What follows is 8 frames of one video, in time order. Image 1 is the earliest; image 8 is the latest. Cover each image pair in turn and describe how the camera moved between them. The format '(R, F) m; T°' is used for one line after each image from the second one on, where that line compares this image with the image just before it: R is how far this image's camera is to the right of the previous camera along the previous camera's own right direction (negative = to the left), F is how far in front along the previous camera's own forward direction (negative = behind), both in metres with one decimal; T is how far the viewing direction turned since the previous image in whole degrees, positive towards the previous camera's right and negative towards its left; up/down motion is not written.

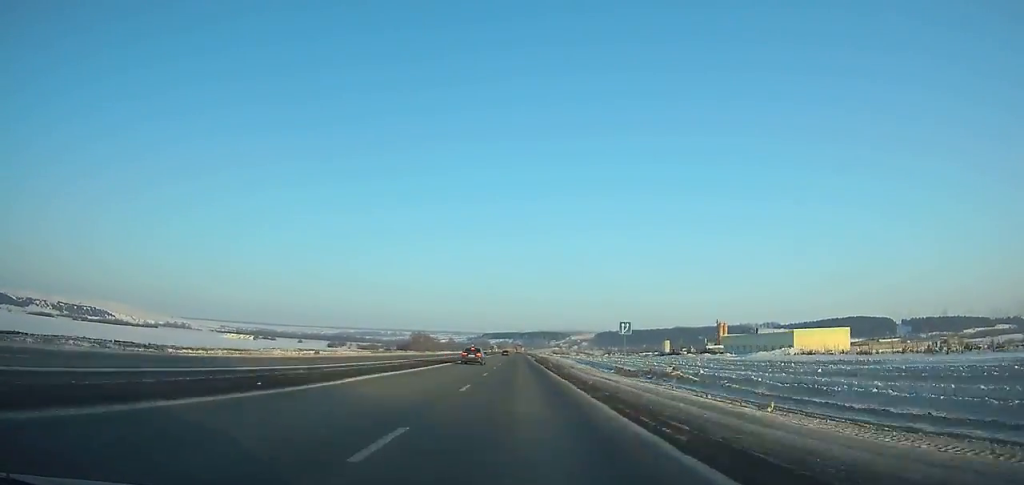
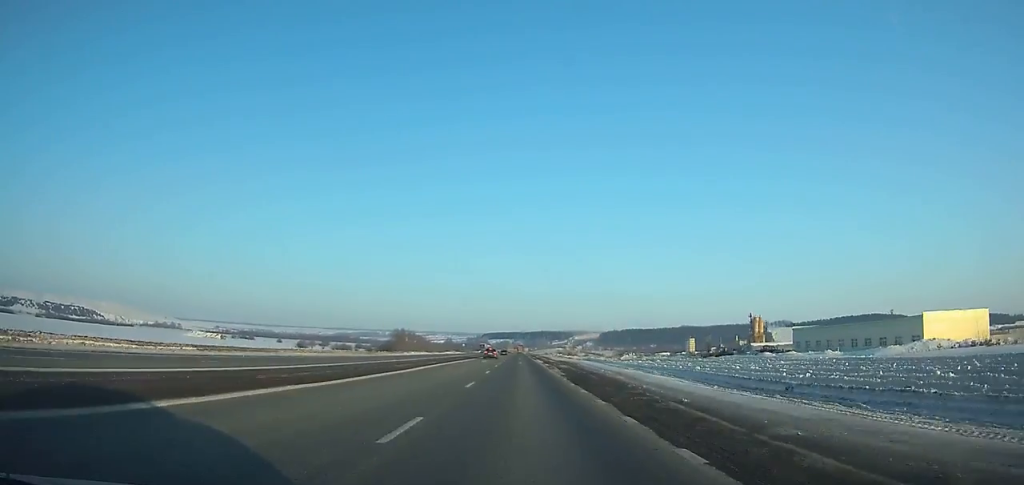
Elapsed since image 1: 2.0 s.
(-0.1, +58.0) m; 0°
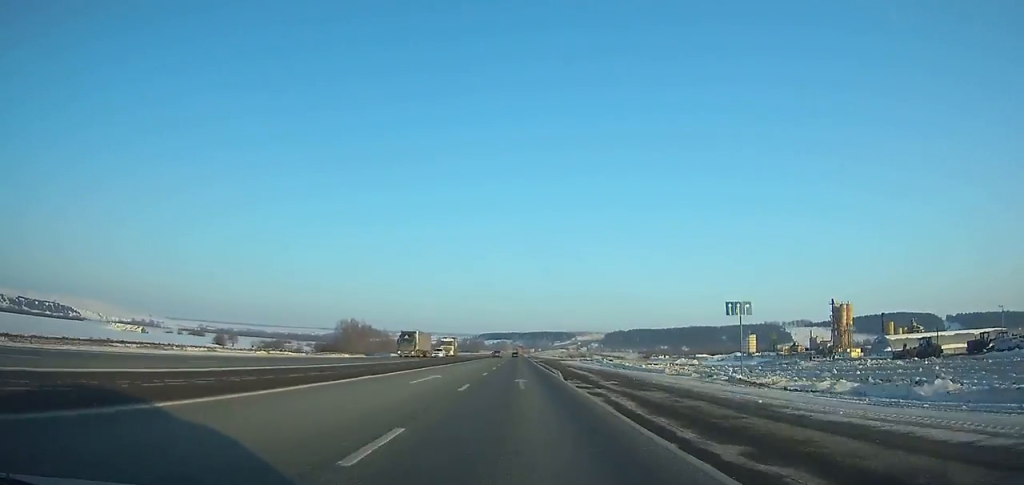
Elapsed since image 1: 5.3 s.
(0.0, +97.0) m; 0°
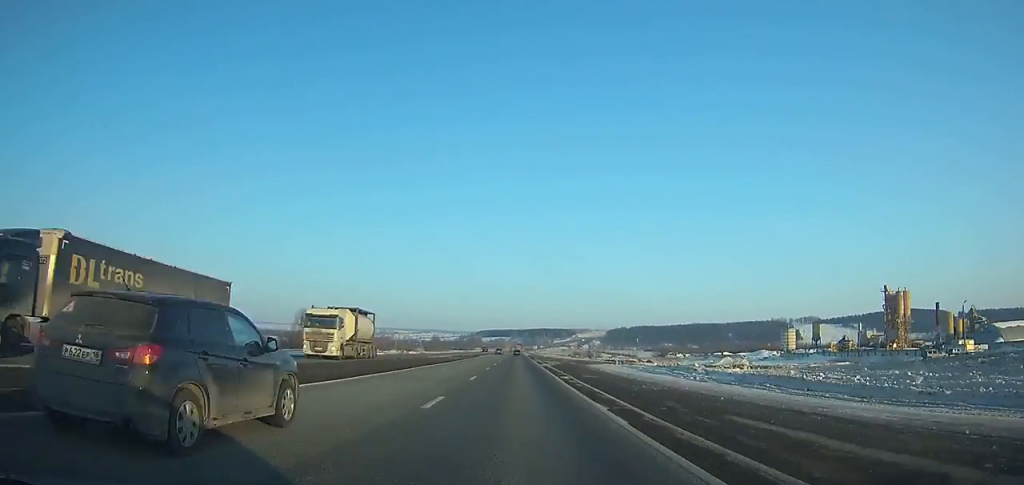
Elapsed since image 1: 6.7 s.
(0.0, +41.6) m; 0°
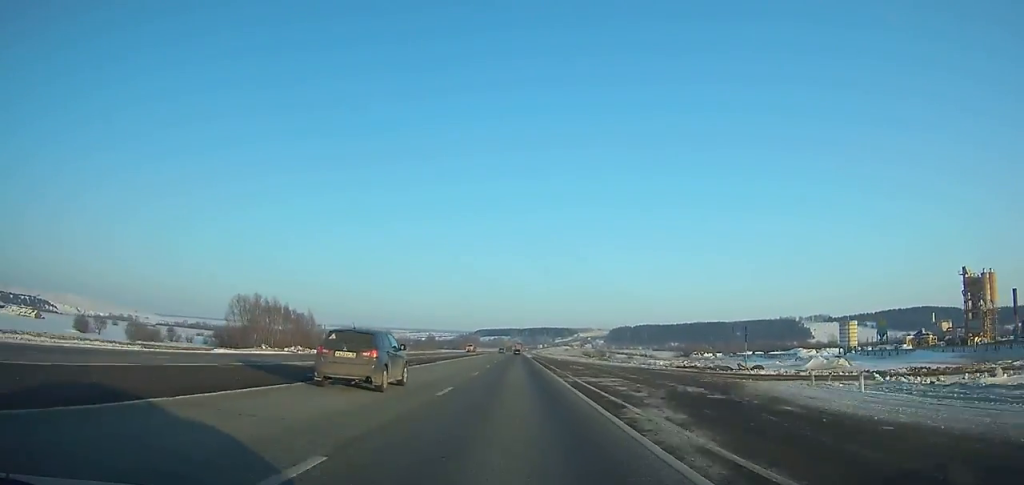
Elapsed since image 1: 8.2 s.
(0.0, +44.6) m; 0°
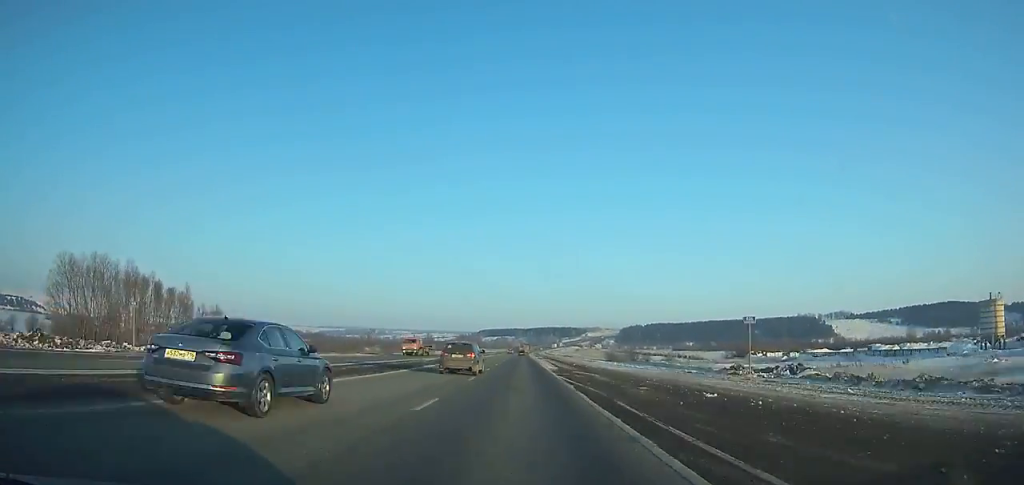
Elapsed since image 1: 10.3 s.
(-0.1, +62.5) m; 0°
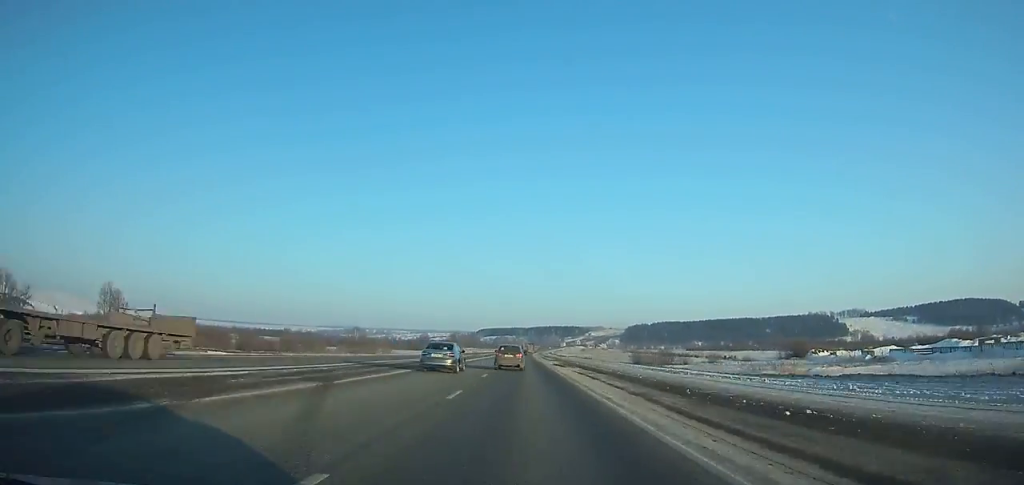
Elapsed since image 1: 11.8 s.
(-0.1, +44.6) m; 0°
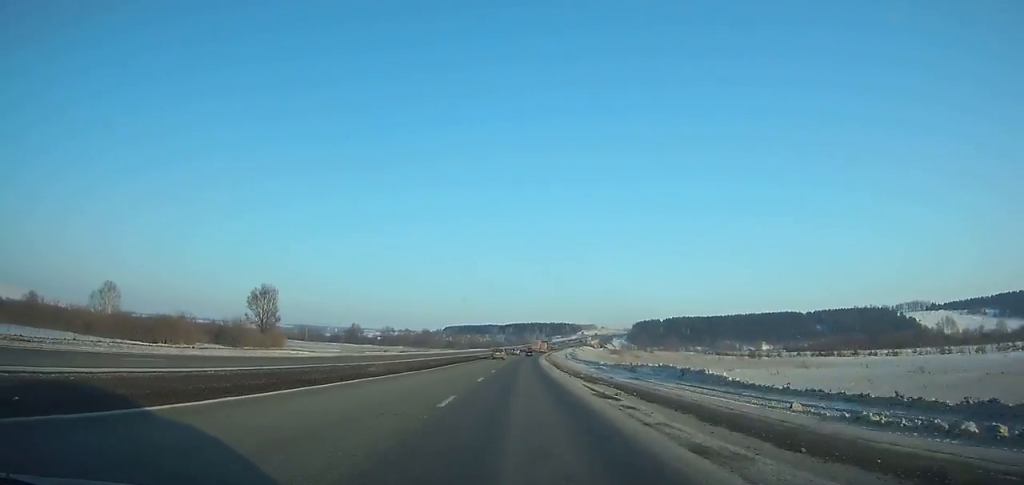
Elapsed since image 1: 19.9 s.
(+4.4, +240.3) m; +3°
